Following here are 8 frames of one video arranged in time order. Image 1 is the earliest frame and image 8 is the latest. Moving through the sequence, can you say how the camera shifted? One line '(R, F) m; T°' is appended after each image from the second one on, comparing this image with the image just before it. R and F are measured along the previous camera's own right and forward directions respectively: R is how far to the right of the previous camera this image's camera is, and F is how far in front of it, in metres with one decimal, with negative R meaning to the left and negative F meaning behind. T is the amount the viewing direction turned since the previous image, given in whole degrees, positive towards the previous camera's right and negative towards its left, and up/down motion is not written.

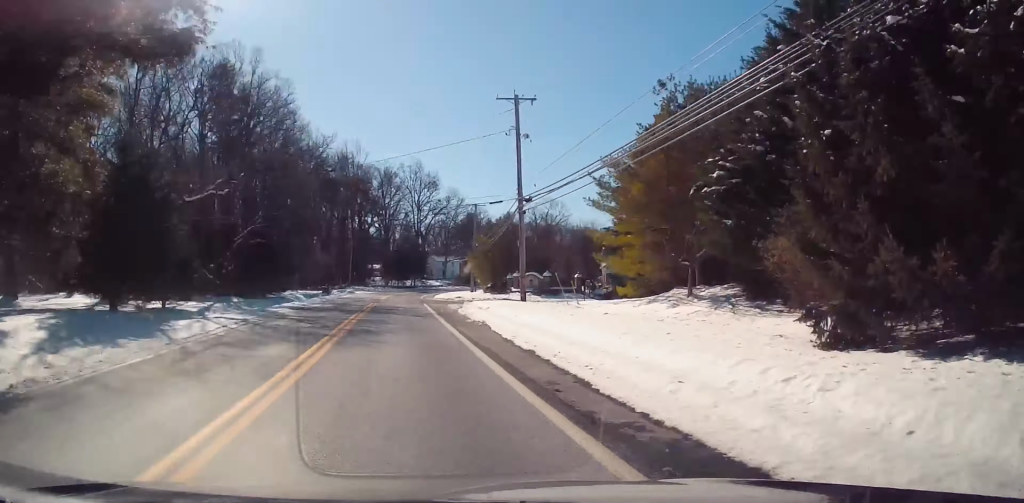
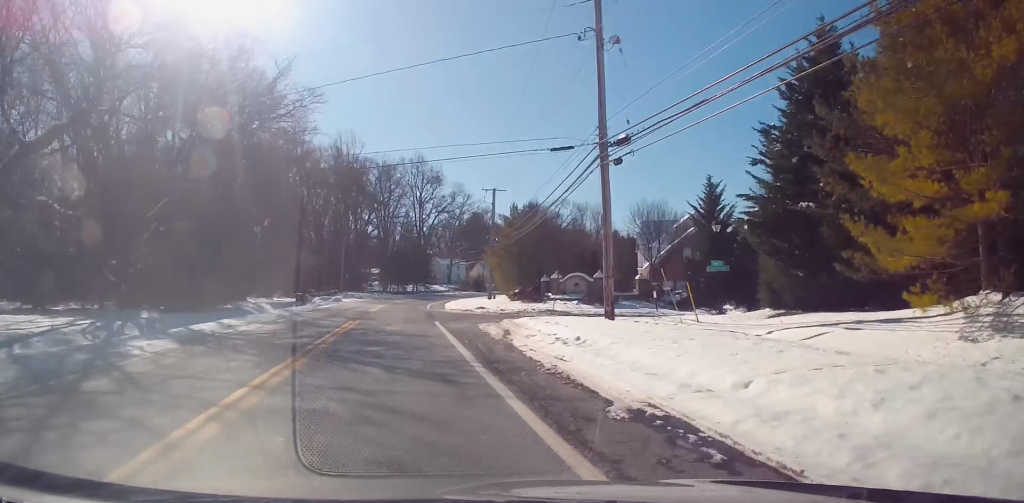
(-0.1, +16.5) m; 0°
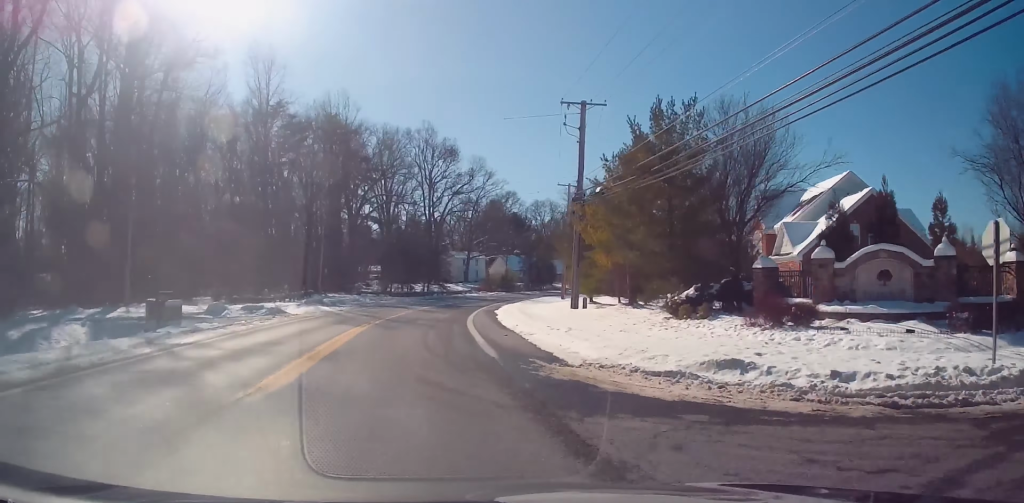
(+0.3, +31.1) m; +2°
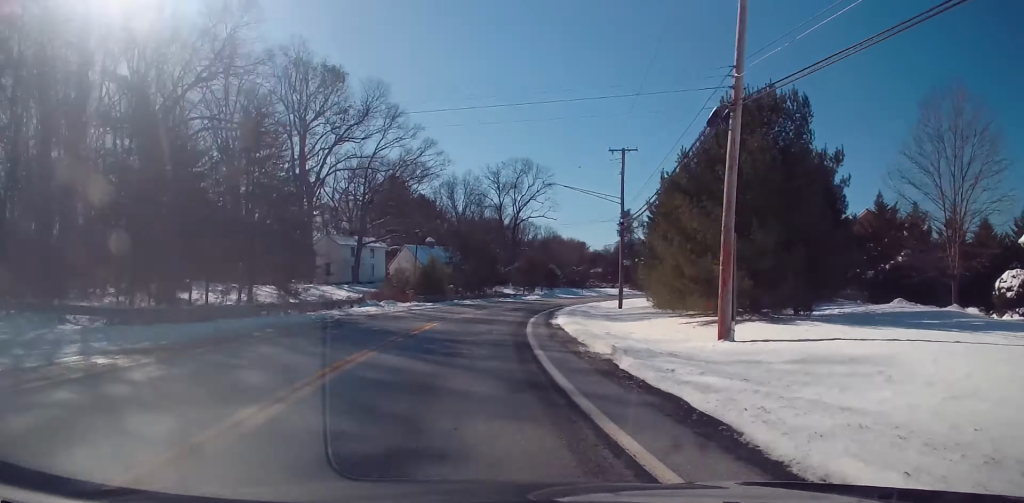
(+2.5, +49.6) m; +9°
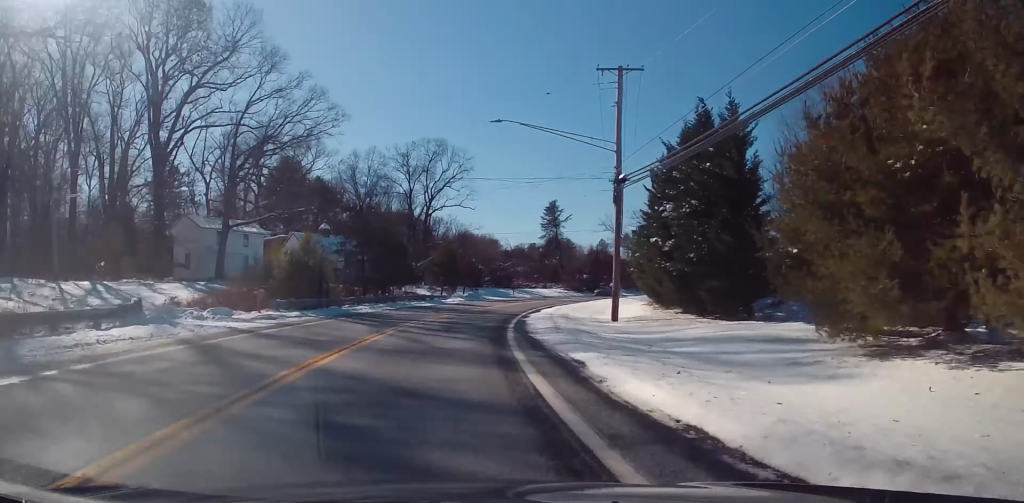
(+1.1, +21.3) m; +6°
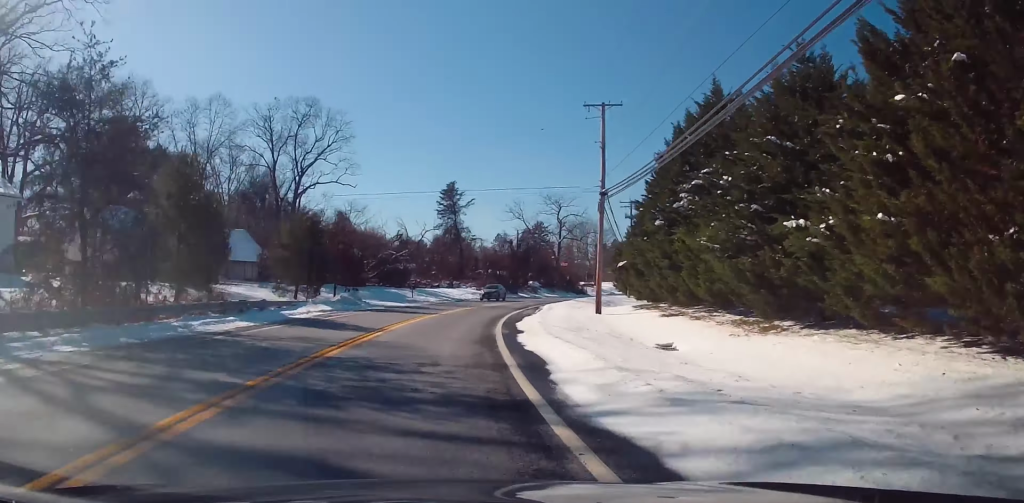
(+2.0, +29.3) m; +10°
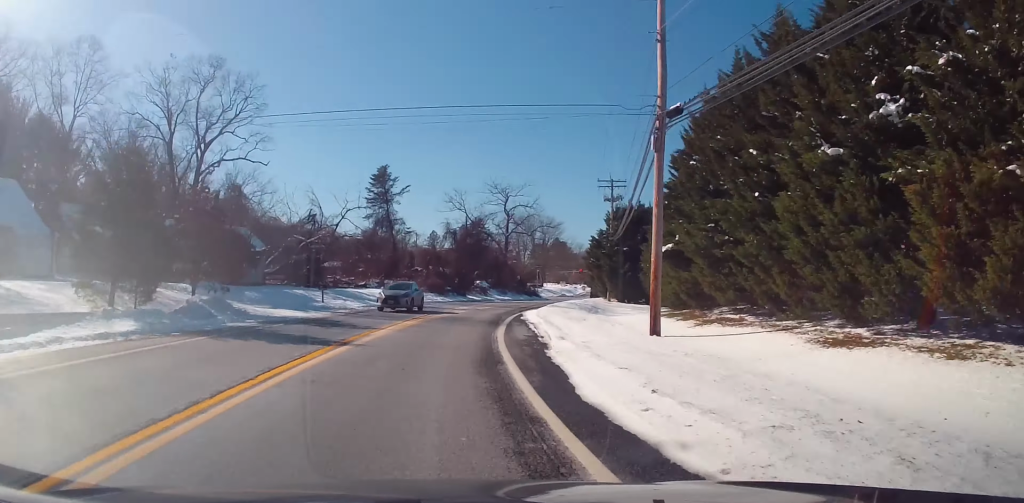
(+1.8, +18.5) m; +7°
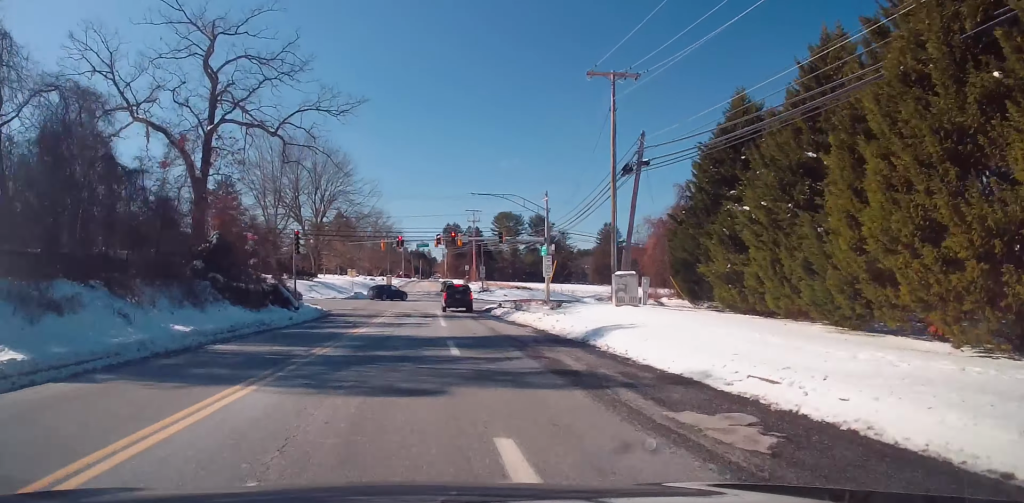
(+13.8, +72.3) m; +16°
